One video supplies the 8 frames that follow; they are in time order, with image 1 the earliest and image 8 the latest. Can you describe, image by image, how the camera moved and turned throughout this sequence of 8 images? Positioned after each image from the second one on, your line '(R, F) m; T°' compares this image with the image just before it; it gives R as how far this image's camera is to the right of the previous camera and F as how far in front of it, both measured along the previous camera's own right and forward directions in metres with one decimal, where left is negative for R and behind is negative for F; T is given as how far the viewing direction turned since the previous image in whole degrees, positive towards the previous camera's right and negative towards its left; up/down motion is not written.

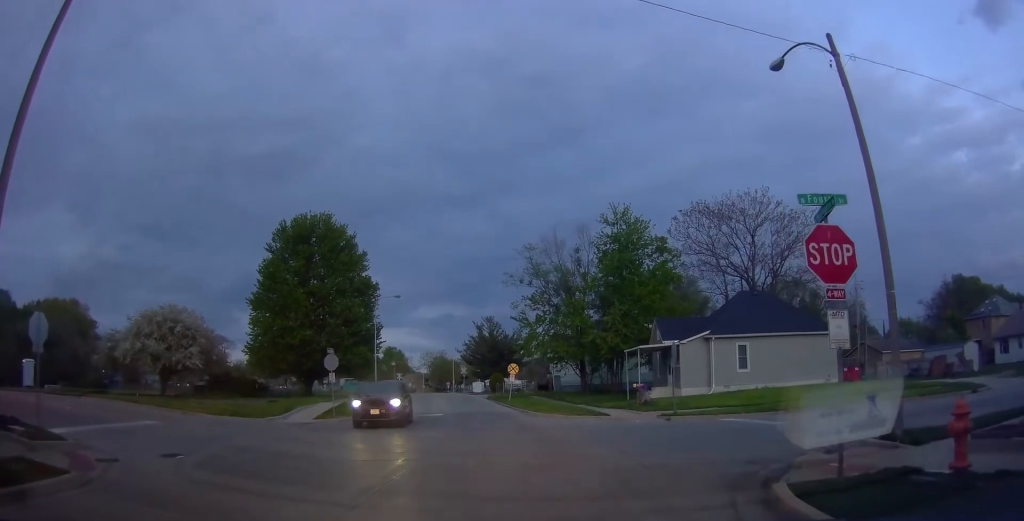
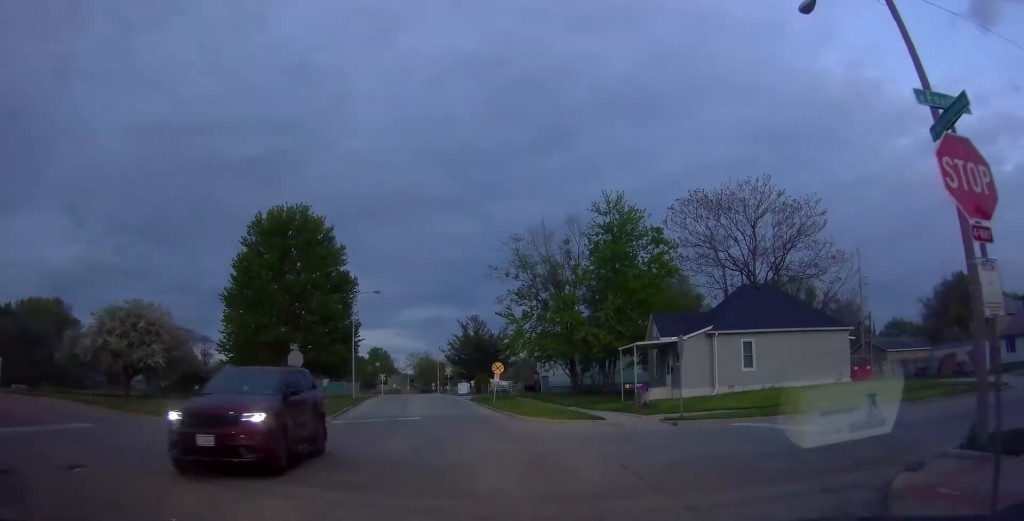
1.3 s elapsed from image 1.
(+0.1, +2.6) m; -1°
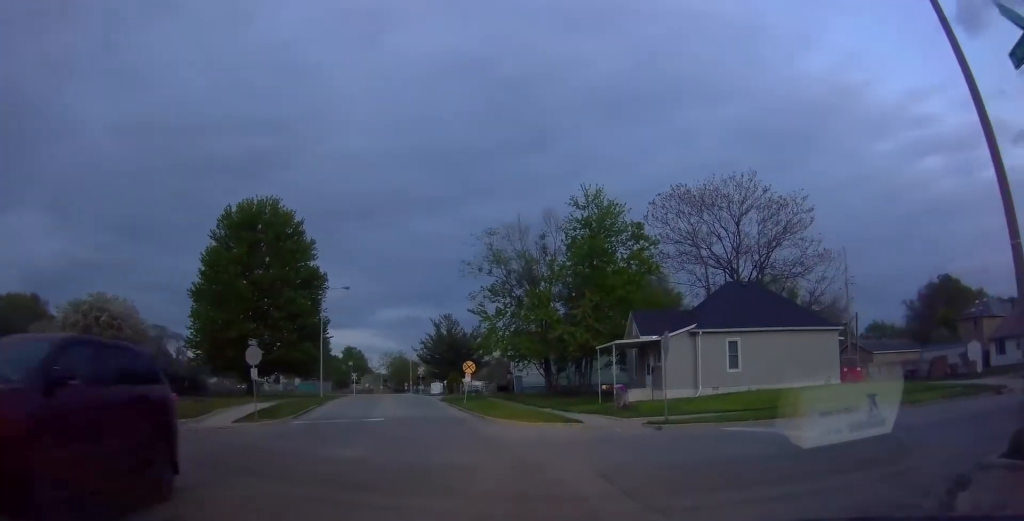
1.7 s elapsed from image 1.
(-0.1, +1.5) m; -2°
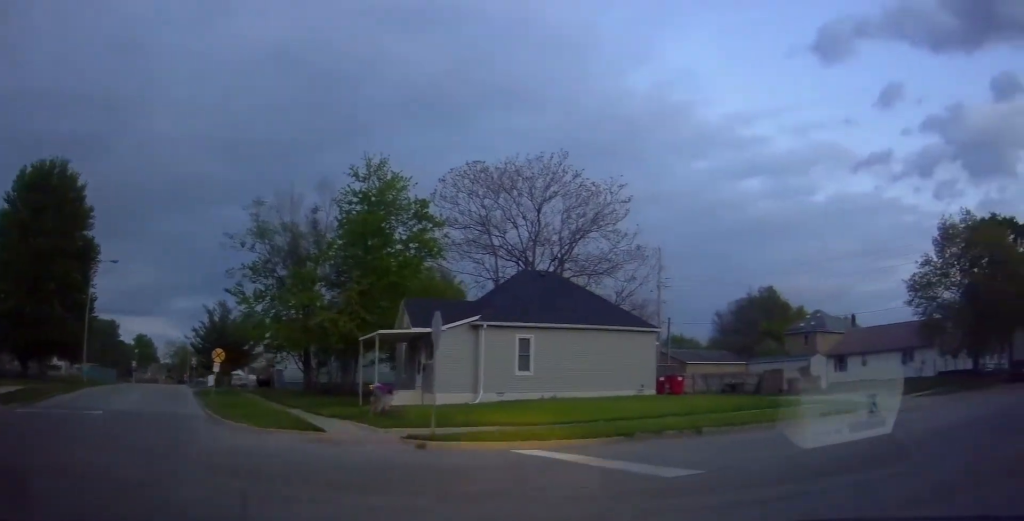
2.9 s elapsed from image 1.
(-0.3, +4.7) m; +7°
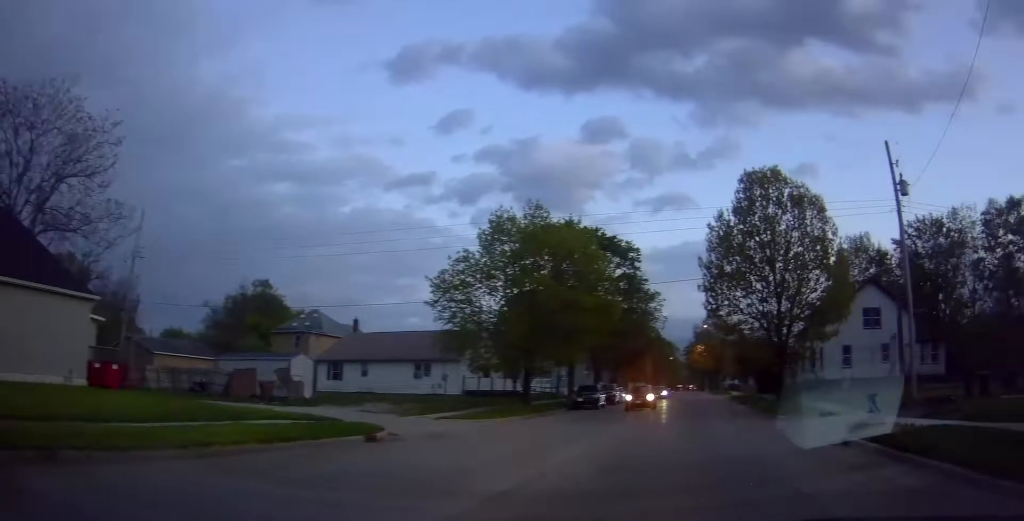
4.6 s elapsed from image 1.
(+2.8, +6.8) m; +47°
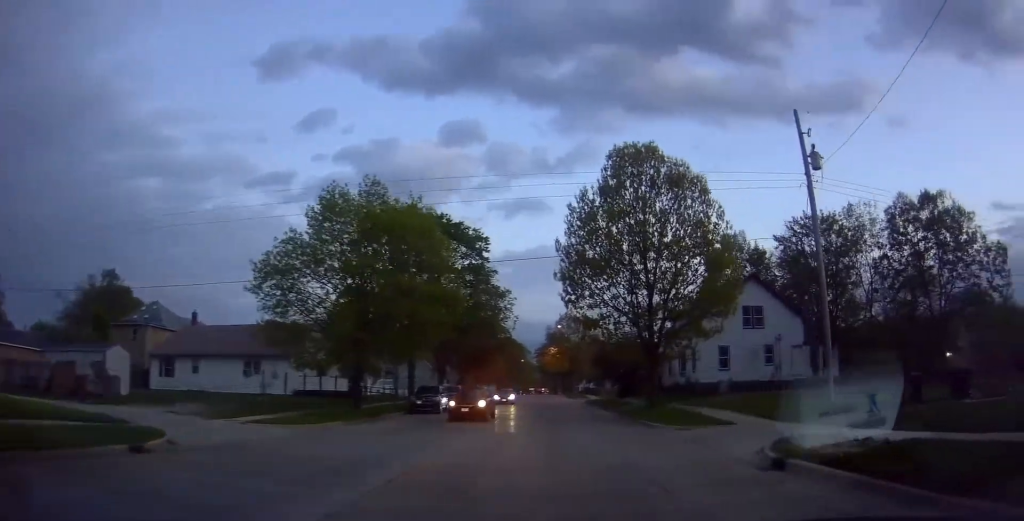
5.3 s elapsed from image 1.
(+0.8, +4.1) m; +9°
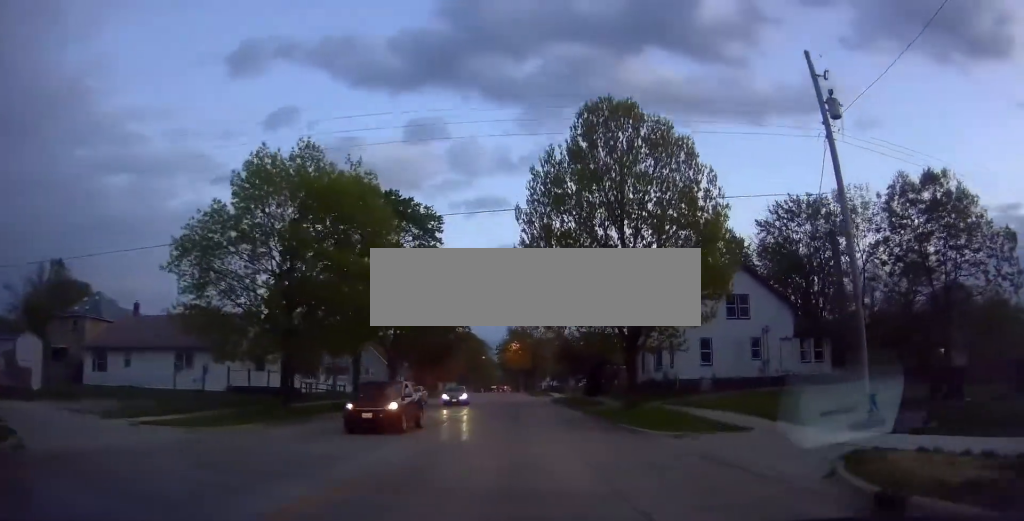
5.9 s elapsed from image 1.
(+0.1, +4.6) m; +2°
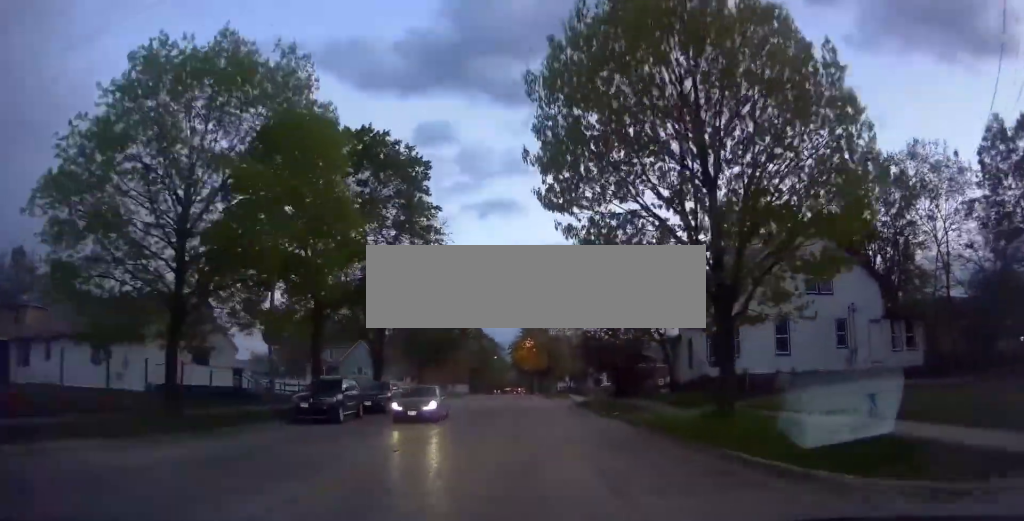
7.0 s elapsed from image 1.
(0.0, +9.5) m; -3°
